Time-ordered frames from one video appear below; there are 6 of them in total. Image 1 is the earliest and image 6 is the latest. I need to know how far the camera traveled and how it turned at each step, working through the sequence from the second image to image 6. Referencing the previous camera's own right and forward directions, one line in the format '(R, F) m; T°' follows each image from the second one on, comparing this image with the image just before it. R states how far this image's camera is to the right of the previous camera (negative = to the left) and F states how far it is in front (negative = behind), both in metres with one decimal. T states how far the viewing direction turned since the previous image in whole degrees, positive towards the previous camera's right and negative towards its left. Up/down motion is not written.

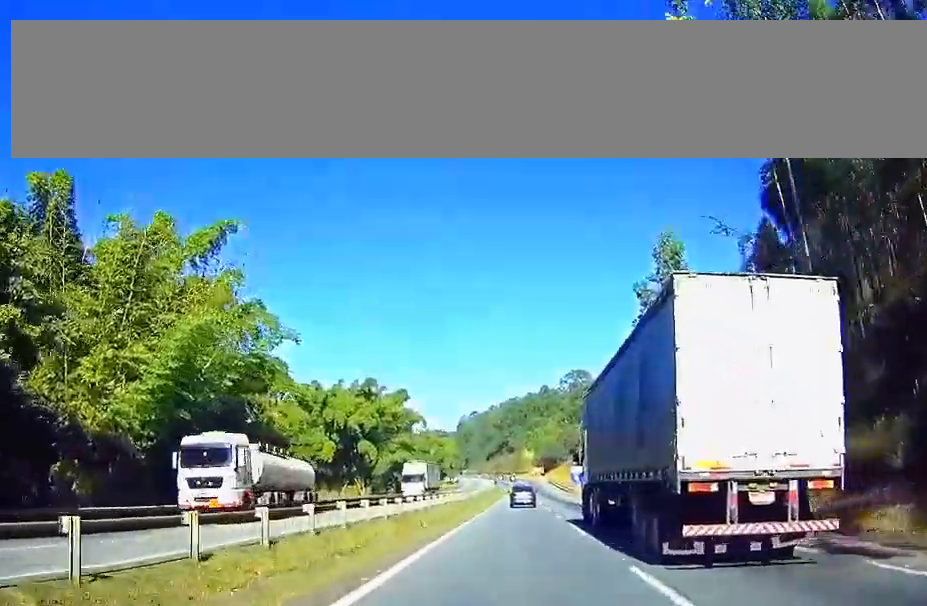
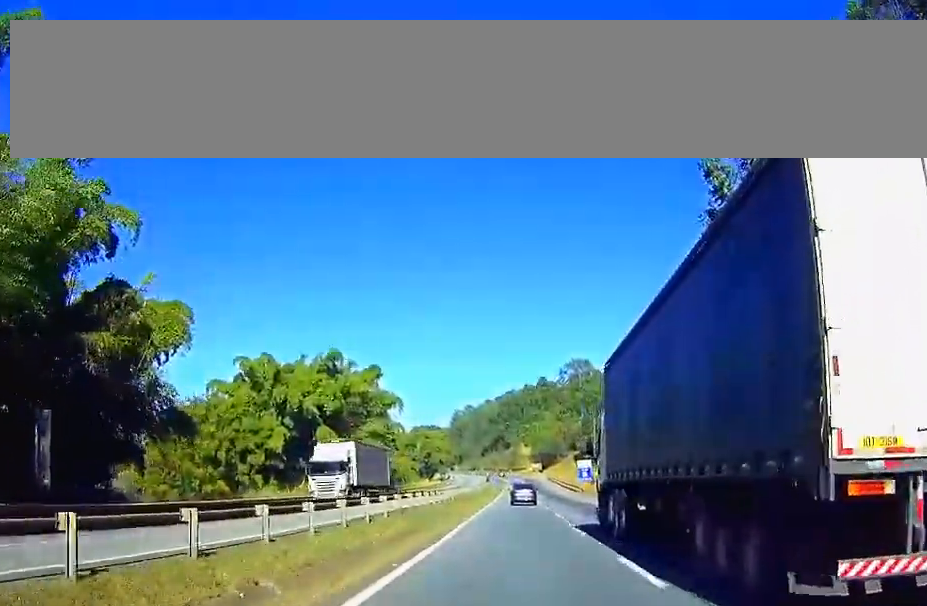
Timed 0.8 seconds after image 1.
(0.0, +24.5) m; 0°
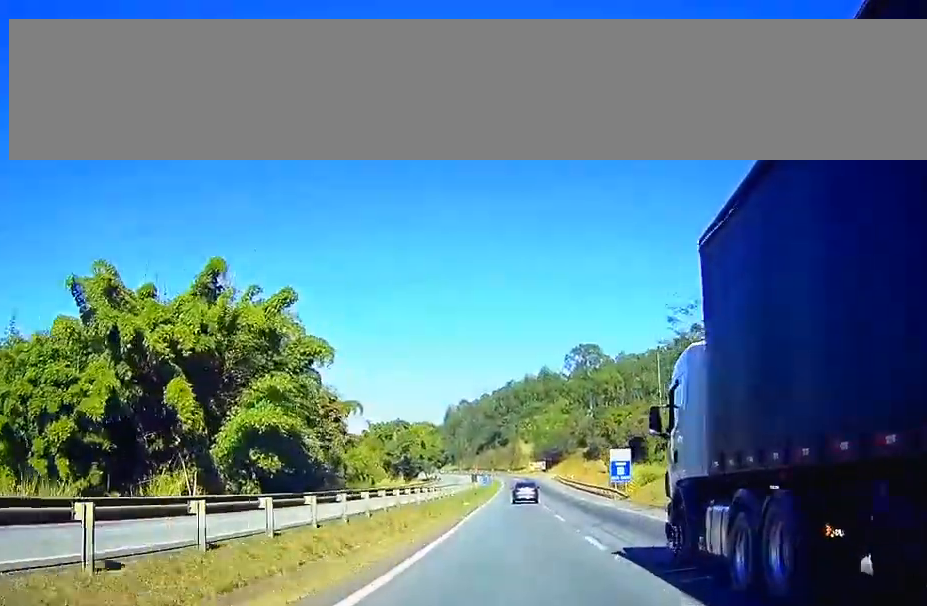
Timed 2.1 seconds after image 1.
(0.0, +43.9) m; 0°
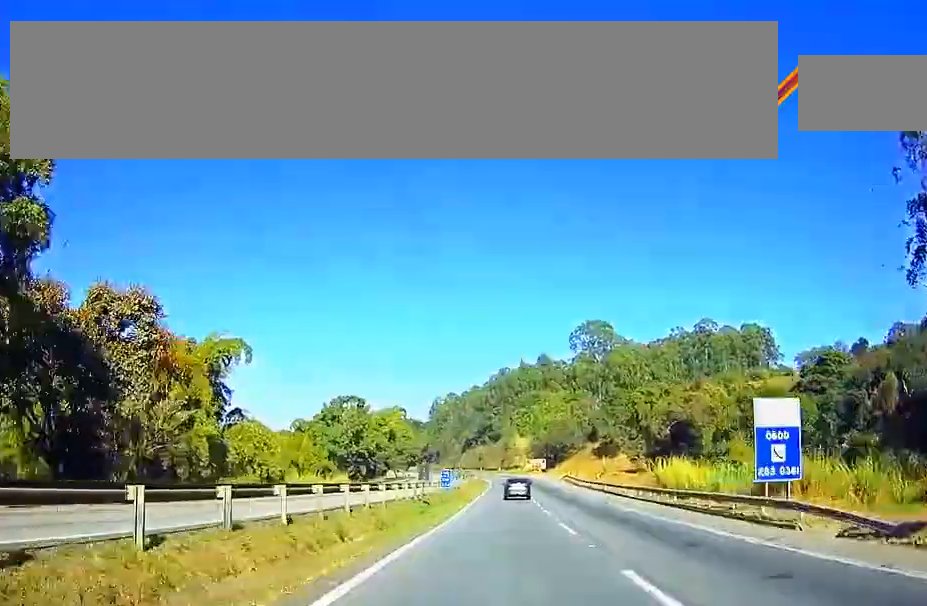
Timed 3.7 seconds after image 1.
(0.0, +50.5) m; 0°
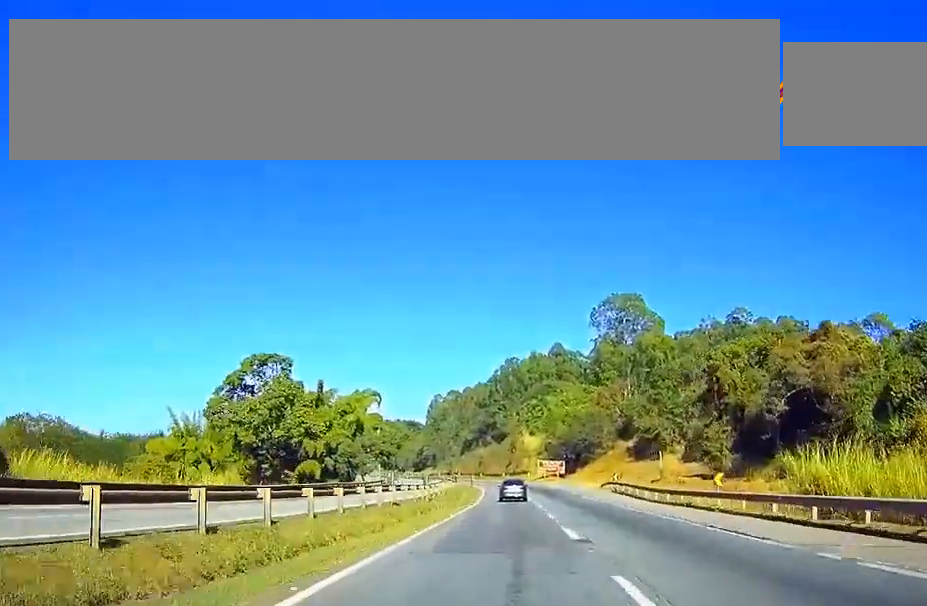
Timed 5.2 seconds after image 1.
(0.0, +49.5) m; 0°
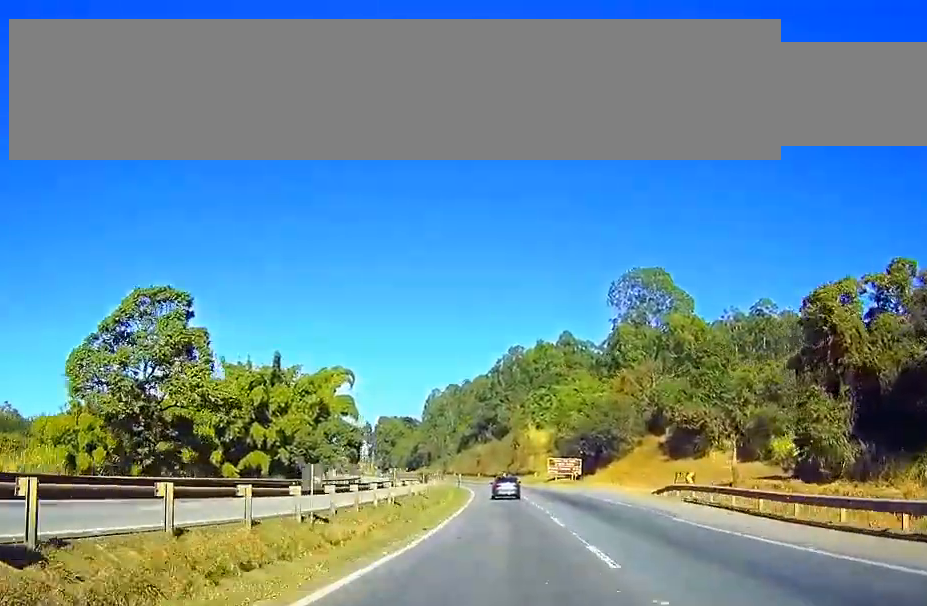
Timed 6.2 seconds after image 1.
(0.0, +29.9) m; -3°
